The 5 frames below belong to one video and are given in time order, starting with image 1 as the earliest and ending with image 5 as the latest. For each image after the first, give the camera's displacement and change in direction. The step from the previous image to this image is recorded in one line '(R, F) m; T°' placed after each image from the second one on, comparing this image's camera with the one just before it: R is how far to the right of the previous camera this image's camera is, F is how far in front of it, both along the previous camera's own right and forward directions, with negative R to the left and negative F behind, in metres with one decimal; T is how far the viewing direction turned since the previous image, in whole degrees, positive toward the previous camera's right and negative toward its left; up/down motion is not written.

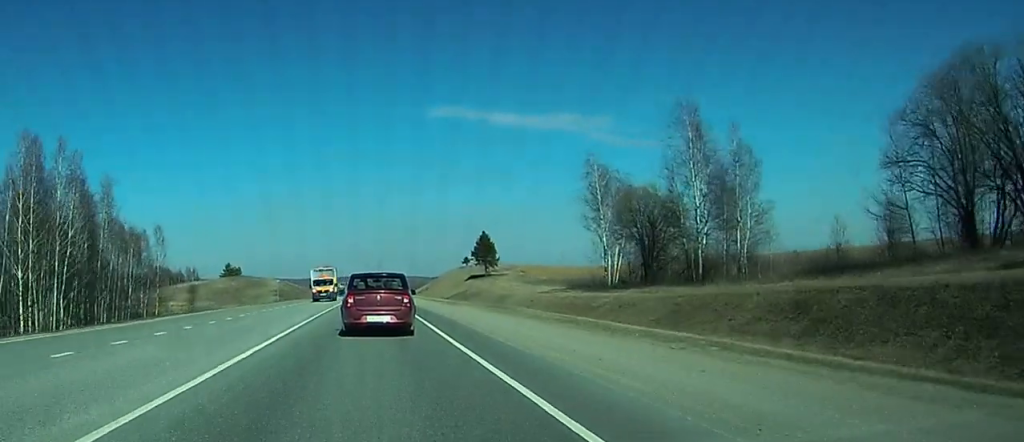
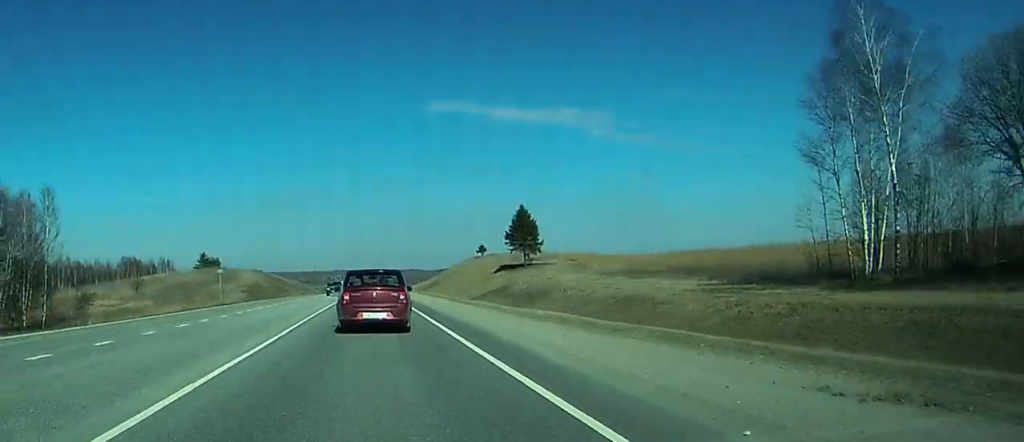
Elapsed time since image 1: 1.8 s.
(0.0, +45.1) m; 0°
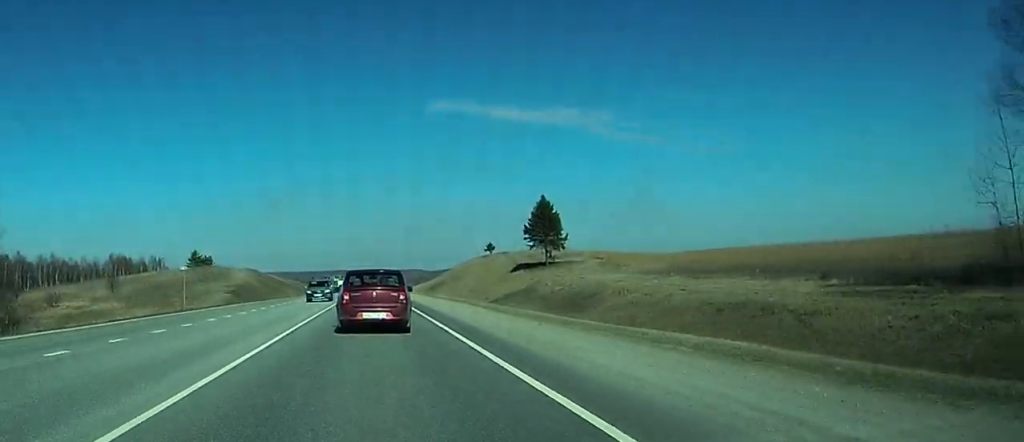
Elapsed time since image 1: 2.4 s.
(-0.1, +15.1) m; -1°
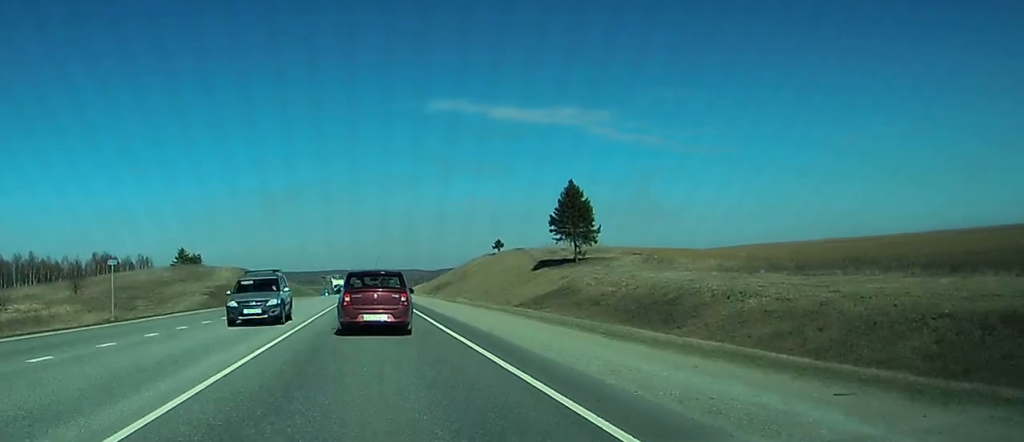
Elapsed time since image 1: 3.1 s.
(-0.1, +16.8) m; -1°
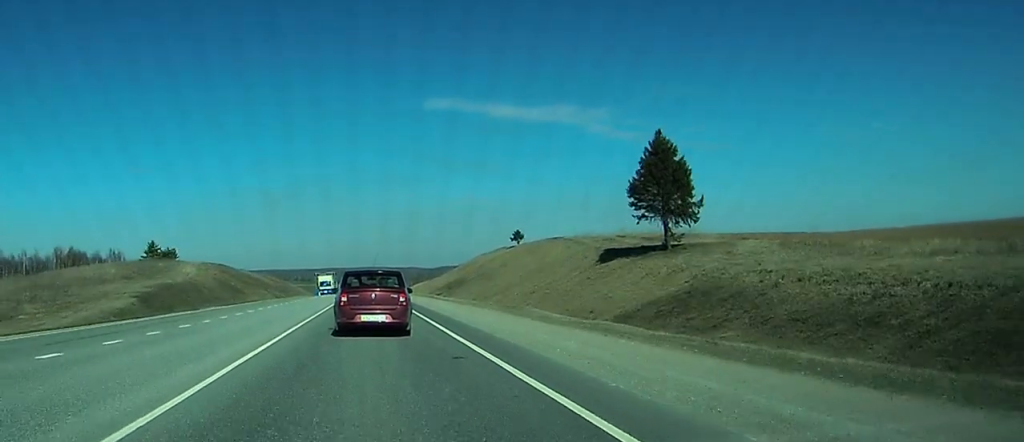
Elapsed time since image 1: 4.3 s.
(-0.2, +31.4) m; 0°
